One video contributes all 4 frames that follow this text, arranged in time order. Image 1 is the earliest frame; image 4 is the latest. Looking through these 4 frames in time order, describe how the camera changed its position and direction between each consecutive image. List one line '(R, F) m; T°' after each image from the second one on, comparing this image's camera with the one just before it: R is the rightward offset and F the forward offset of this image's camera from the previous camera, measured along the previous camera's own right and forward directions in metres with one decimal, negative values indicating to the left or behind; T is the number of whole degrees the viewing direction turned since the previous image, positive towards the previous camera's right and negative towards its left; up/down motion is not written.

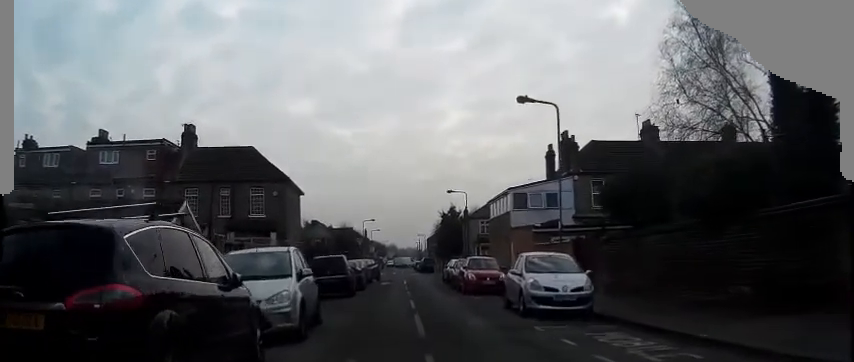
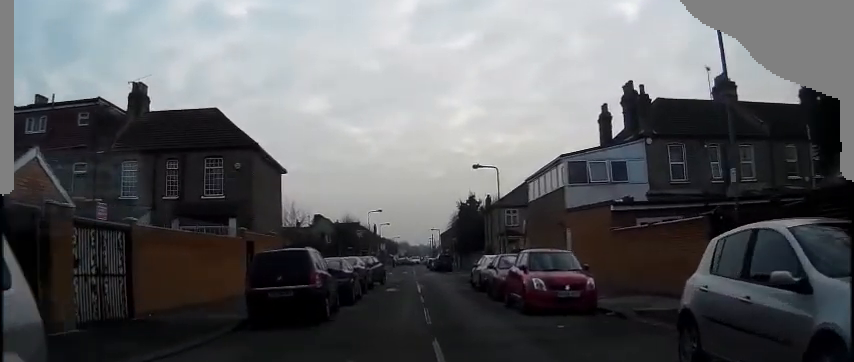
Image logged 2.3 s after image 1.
(+0.1, +12.3) m; +3°
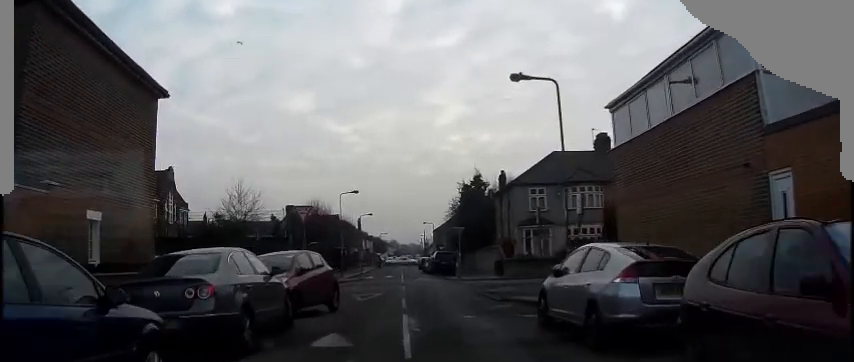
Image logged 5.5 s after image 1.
(+1.0, +18.2) m; +4°
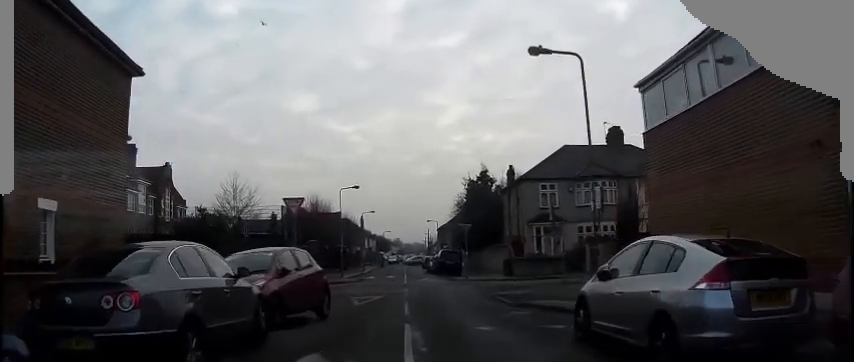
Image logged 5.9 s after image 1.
(0.0, +2.5) m; -1°
